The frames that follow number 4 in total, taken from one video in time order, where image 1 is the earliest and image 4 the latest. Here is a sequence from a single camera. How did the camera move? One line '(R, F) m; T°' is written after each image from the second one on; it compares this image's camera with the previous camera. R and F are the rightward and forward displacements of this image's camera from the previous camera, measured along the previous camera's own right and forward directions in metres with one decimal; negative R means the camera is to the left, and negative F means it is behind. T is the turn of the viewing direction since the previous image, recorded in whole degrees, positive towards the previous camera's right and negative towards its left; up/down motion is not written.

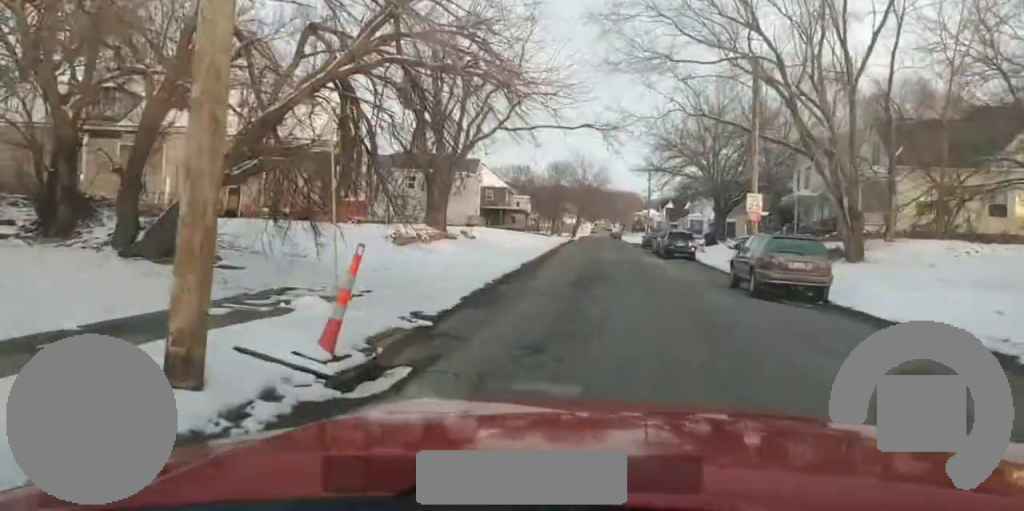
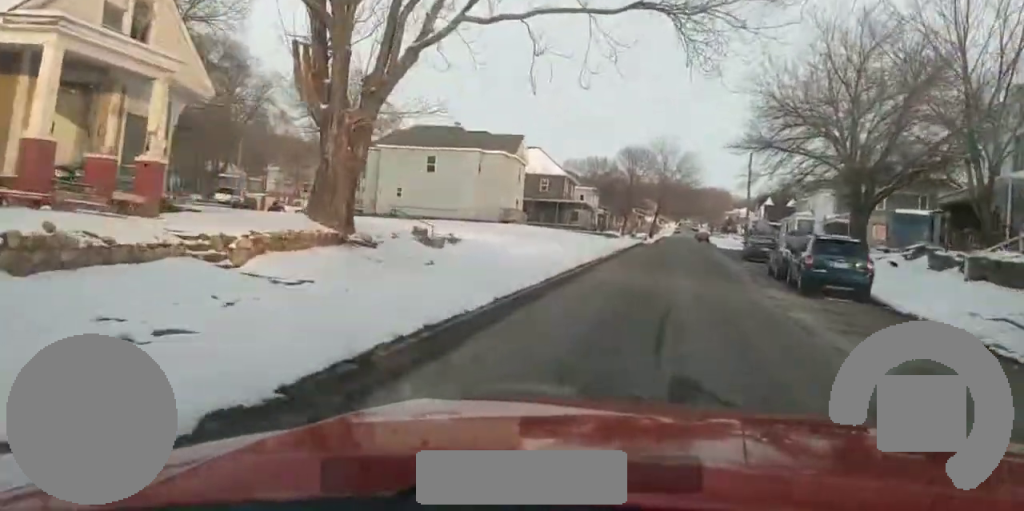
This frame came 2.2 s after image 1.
(0.0, +21.8) m; 0°
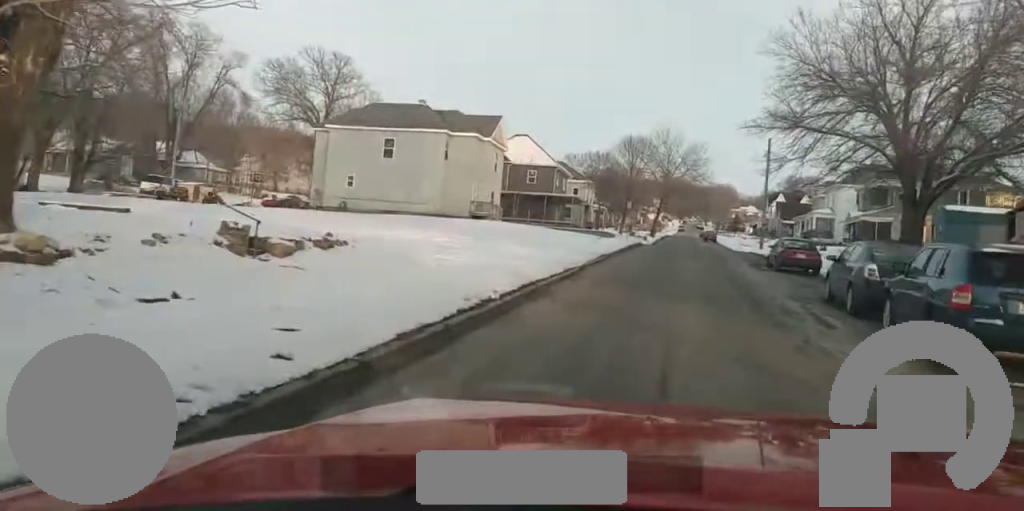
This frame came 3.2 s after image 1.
(0.0, +10.6) m; 0°
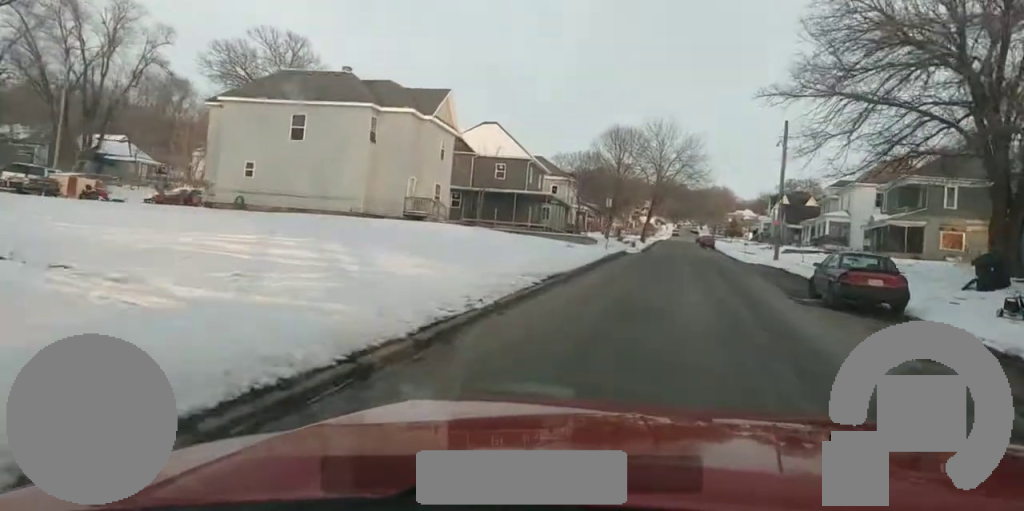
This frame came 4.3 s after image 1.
(0.0, +12.3) m; 0°
